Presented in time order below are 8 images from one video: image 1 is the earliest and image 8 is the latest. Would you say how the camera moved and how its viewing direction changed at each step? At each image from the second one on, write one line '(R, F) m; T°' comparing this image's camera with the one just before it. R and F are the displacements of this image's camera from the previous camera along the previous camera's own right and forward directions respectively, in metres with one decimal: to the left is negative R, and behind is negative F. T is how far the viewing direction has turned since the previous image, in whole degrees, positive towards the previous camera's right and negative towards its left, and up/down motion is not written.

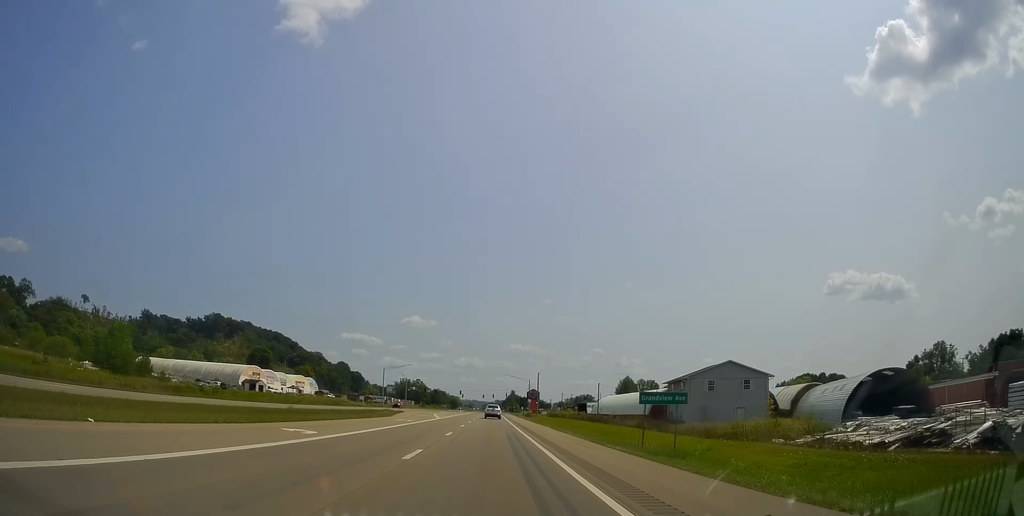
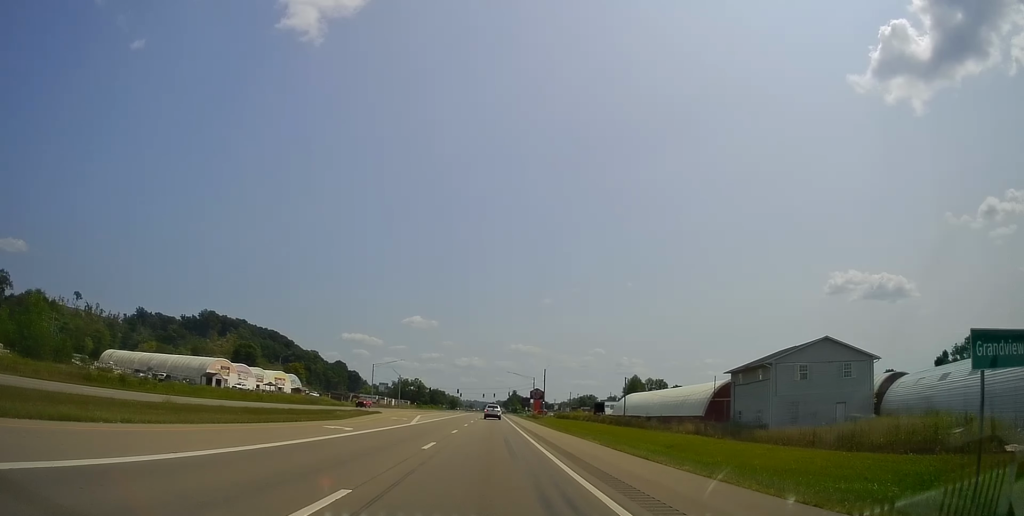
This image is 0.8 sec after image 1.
(0.0, +22.9) m; 0°
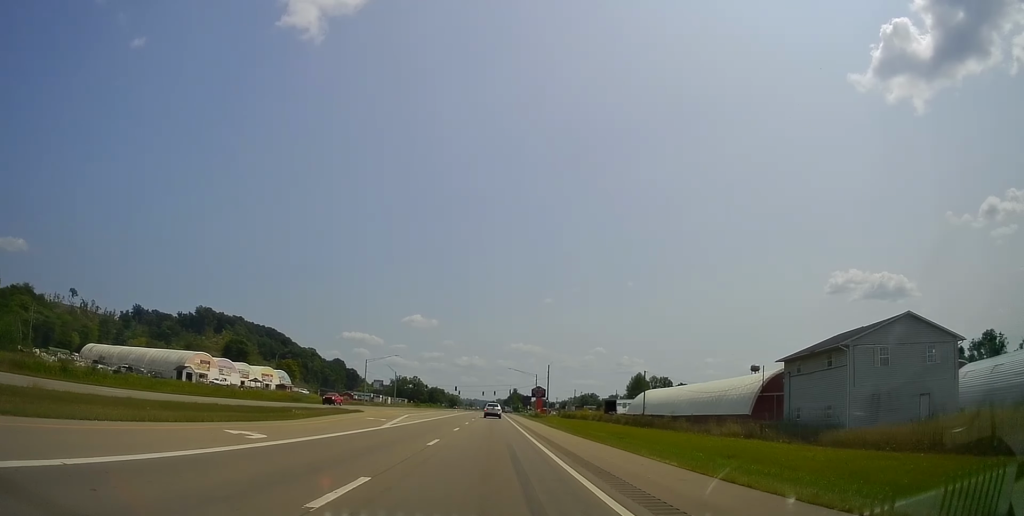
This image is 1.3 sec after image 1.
(+0.1, +12.7) m; 0°
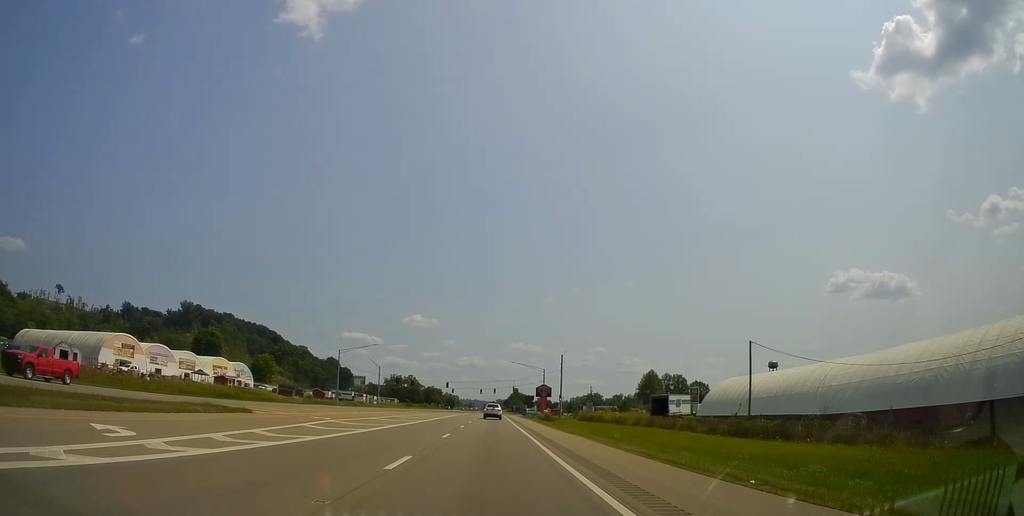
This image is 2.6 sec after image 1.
(-0.1, +33.2) m; 0°
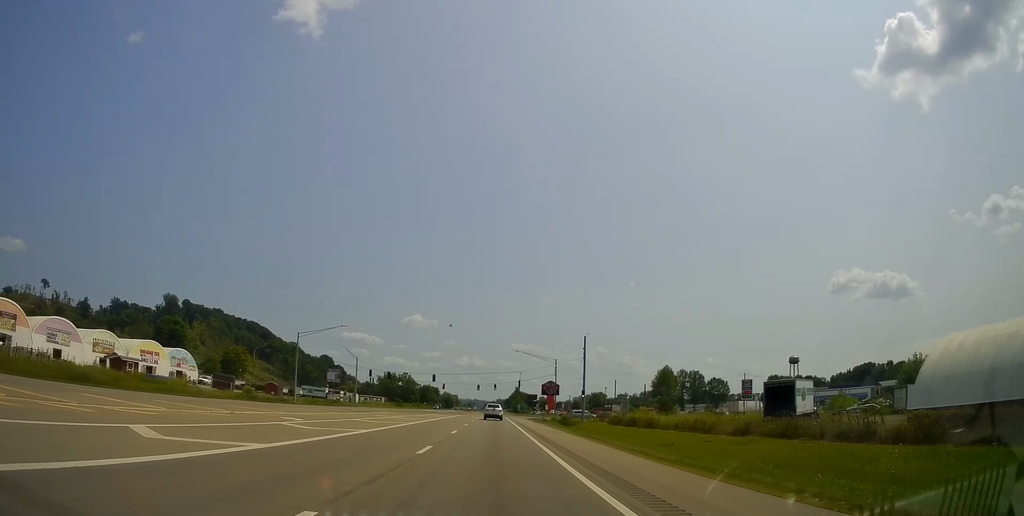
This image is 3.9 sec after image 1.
(+0.2, +33.5) m; +1°
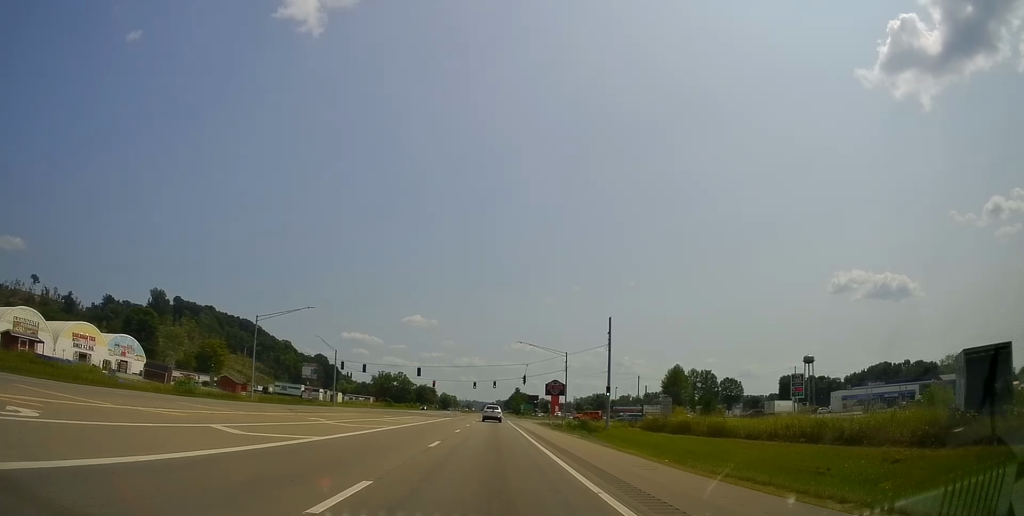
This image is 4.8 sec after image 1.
(+0.2, +23.4) m; 0°
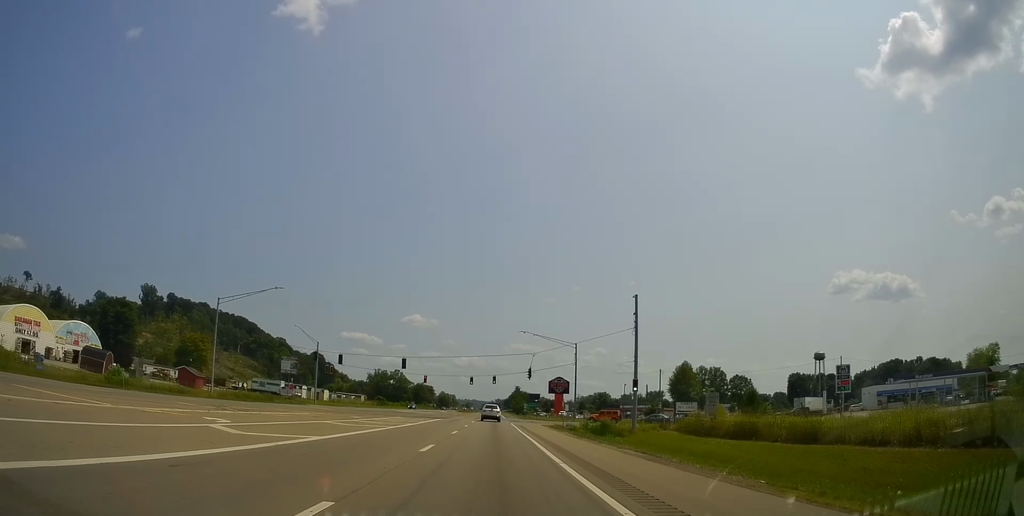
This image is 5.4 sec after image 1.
(0.0, +14.5) m; 0°
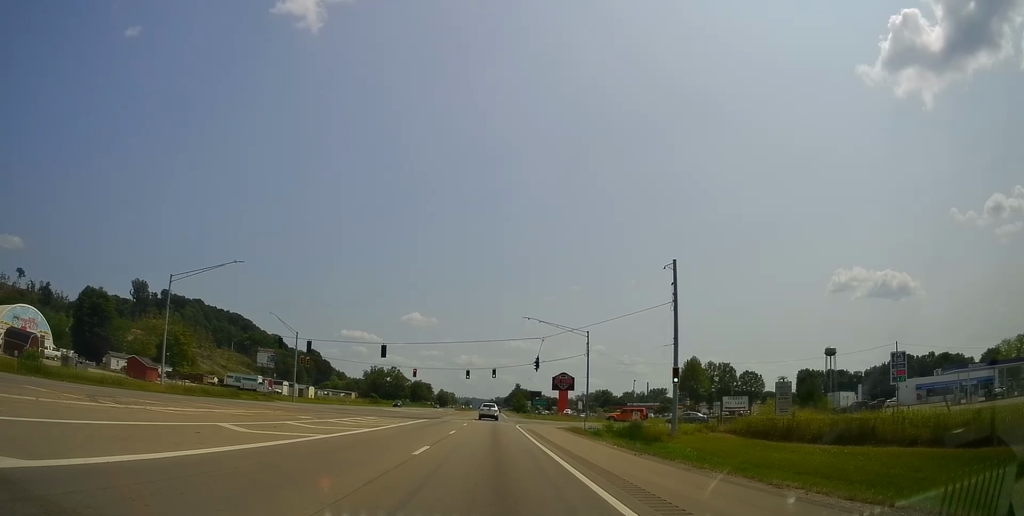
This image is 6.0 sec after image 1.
(0.0, +12.6) m; 0°
